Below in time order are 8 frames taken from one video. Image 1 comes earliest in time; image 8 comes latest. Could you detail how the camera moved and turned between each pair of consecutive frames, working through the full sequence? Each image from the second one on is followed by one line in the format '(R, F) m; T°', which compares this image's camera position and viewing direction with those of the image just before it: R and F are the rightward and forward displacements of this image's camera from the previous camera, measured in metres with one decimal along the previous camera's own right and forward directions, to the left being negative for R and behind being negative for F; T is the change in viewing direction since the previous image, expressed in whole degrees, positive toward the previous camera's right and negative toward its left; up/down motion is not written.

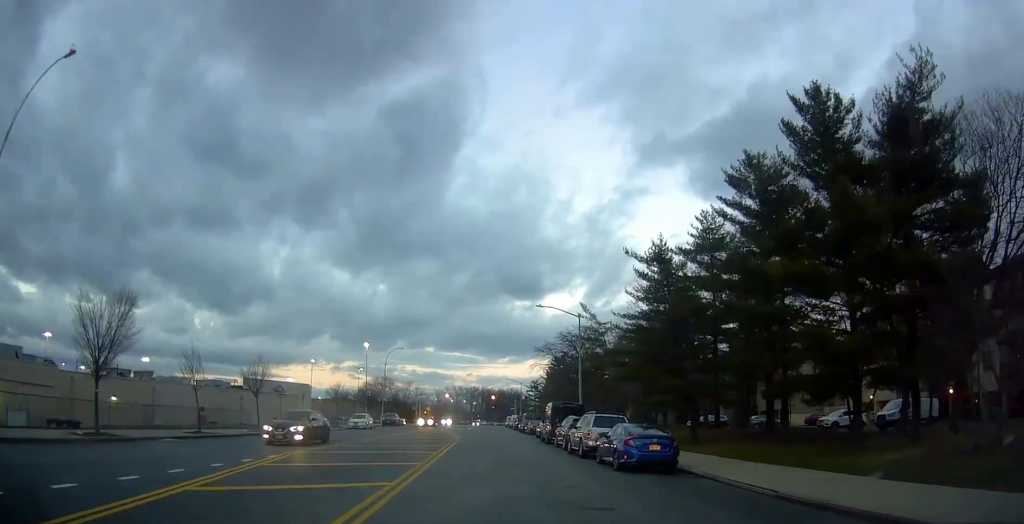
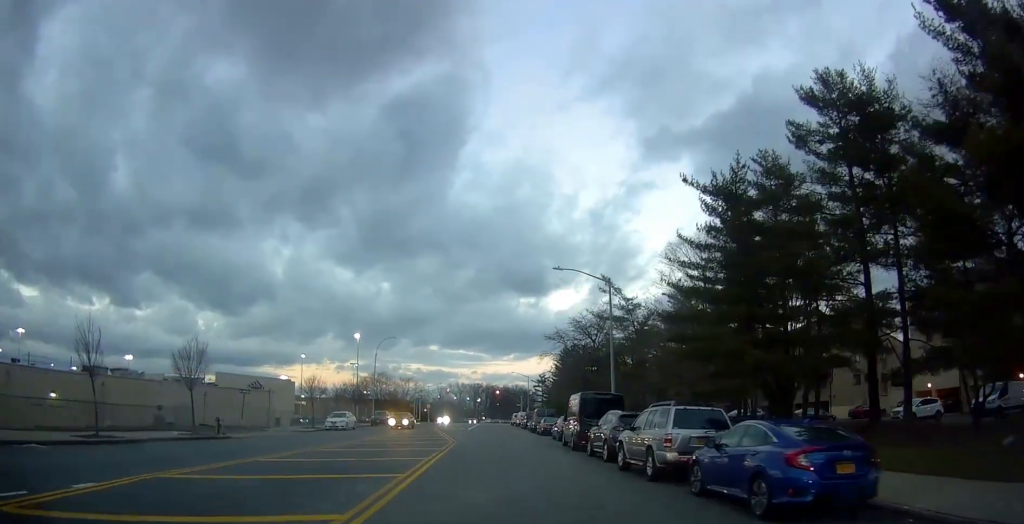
(-0.1, +9.3) m; +2°
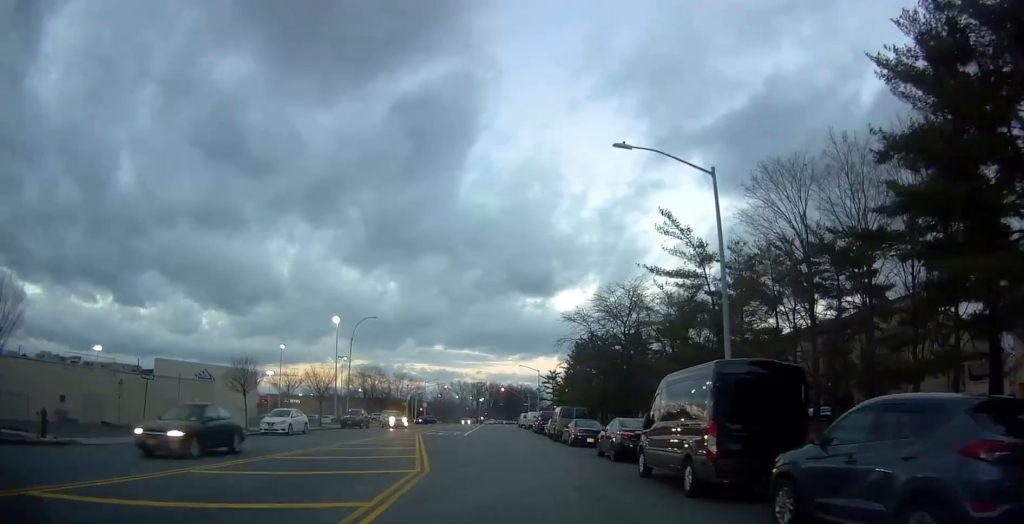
(+0.3, +14.7) m; 0°
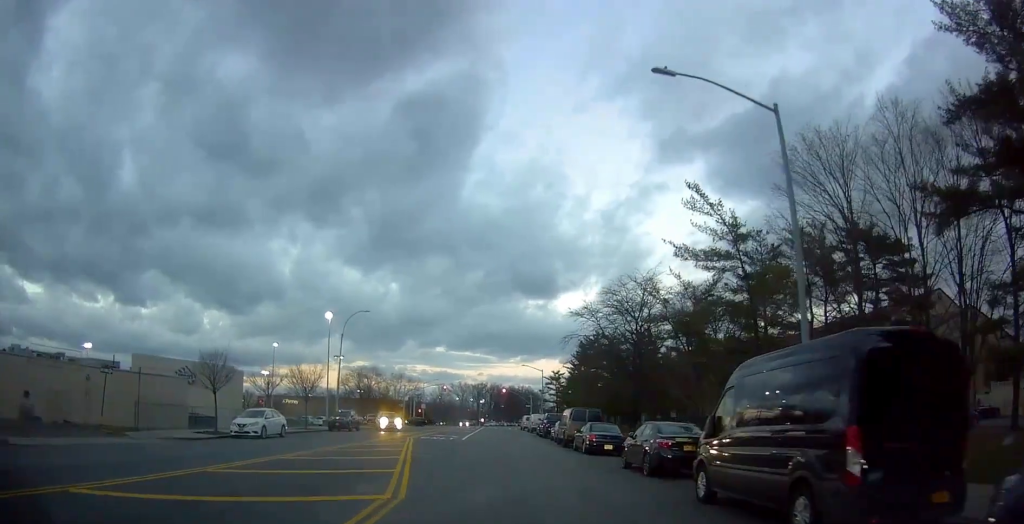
(-0.1, +4.3) m; -1°
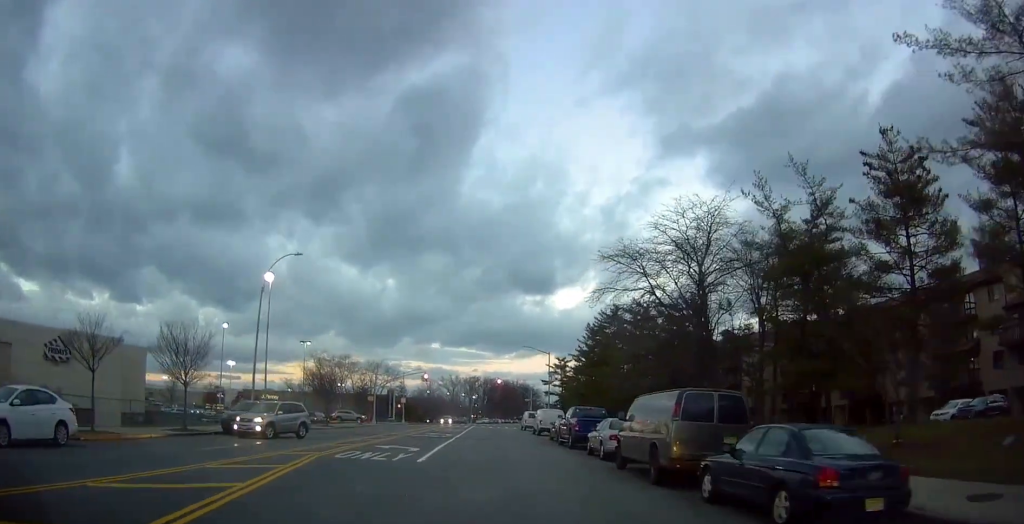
(-0.1, +18.5) m; +3°
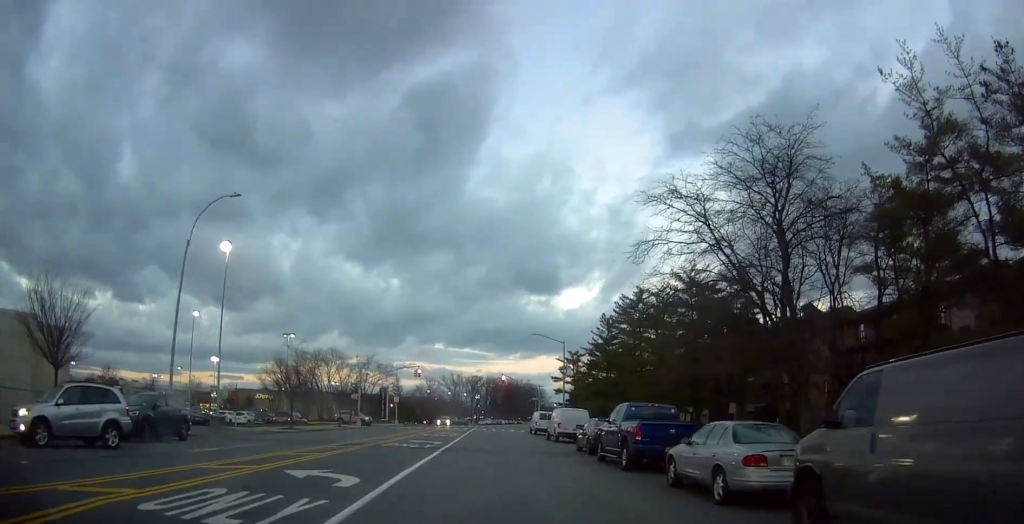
(+0.4, +10.8) m; 0°
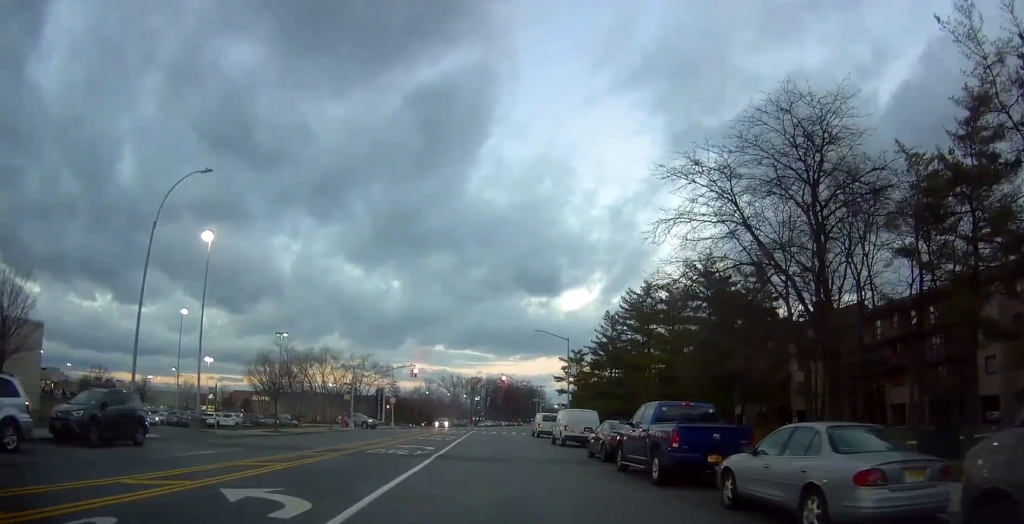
(-0.1, +3.4) m; -3°
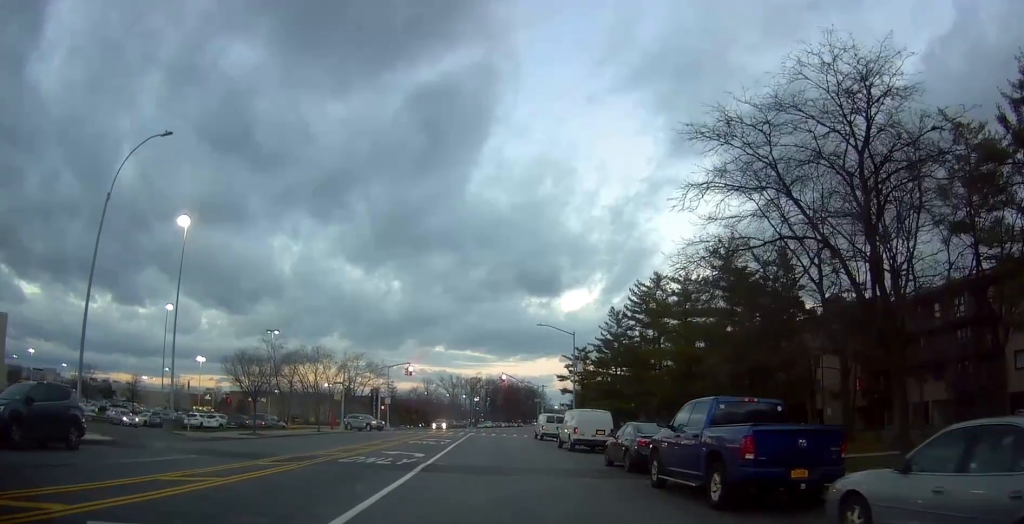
(-0.1, +4.0) m; -2°
